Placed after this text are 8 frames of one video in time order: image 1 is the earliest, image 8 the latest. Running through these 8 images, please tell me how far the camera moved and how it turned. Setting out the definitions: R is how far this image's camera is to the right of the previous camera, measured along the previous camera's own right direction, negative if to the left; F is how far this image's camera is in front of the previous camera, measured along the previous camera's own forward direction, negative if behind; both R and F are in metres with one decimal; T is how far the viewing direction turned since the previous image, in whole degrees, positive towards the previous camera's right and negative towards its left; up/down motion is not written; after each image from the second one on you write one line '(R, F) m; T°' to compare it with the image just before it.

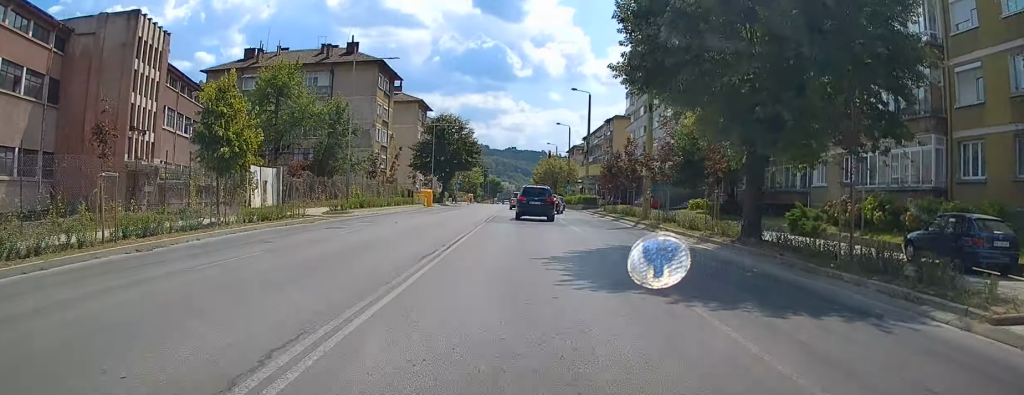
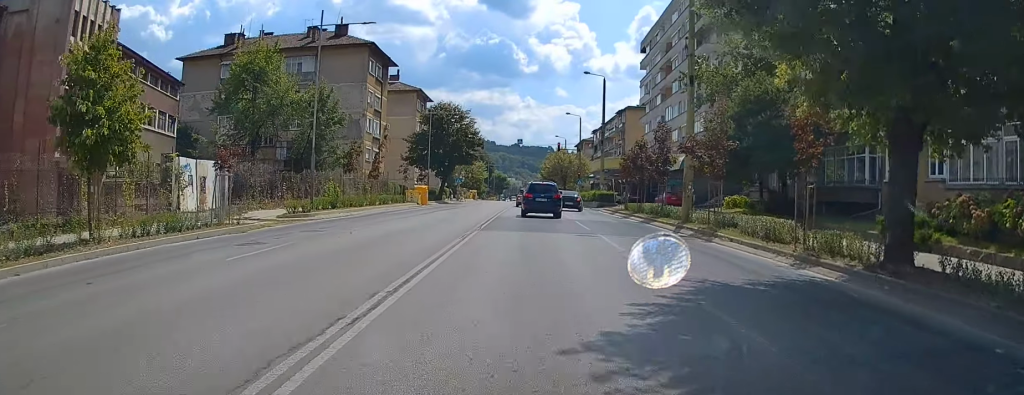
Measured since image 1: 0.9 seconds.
(-0.1, +8.6) m; -1°
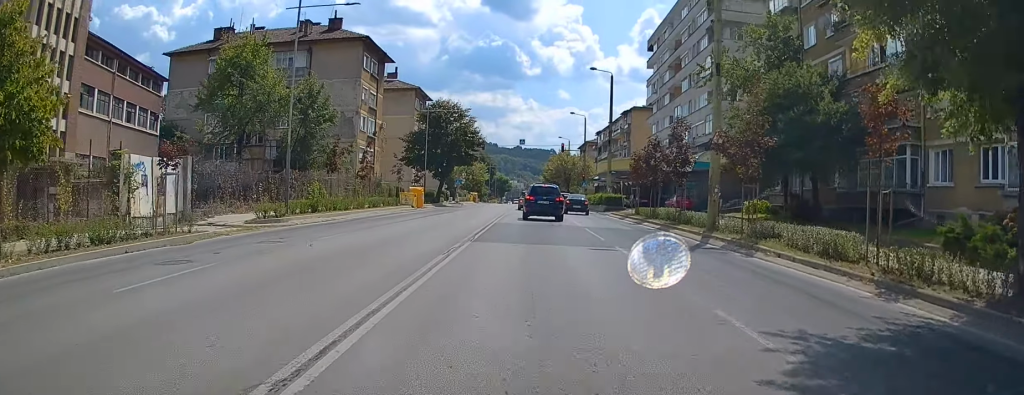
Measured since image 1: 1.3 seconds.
(0.0, +4.0) m; -1°
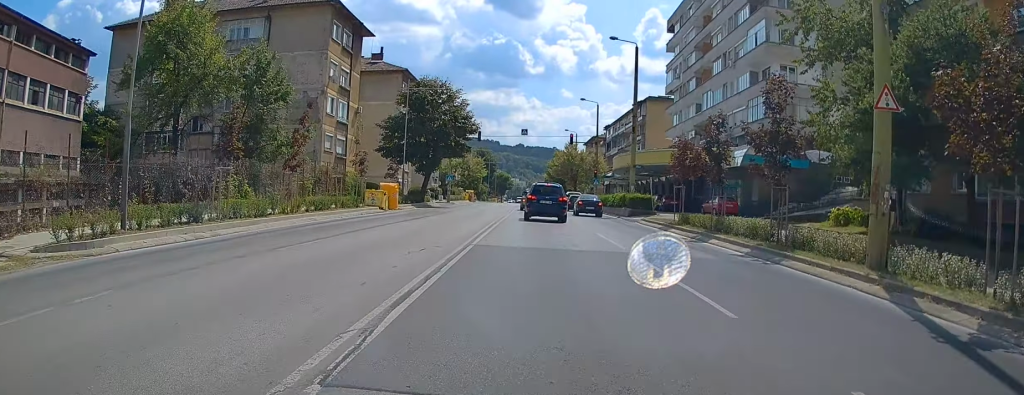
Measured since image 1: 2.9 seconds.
(-0.4, +13.5) m; -2°
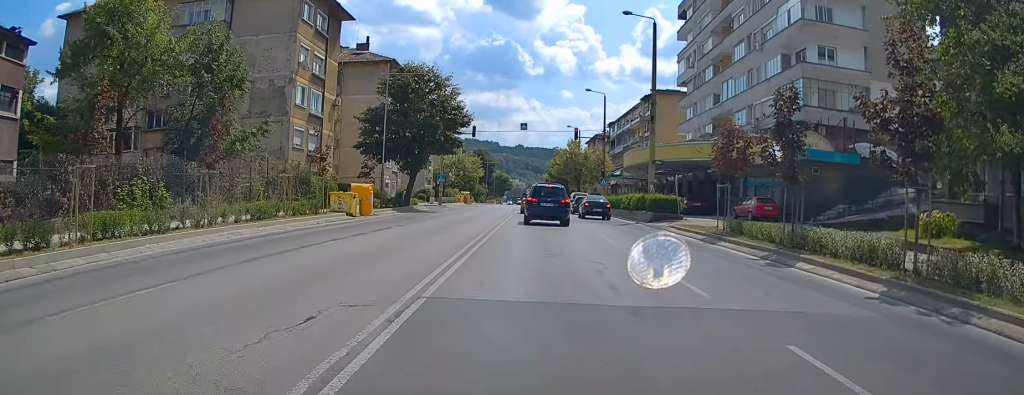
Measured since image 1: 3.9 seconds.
(+0.2, +8.1) m; +2°
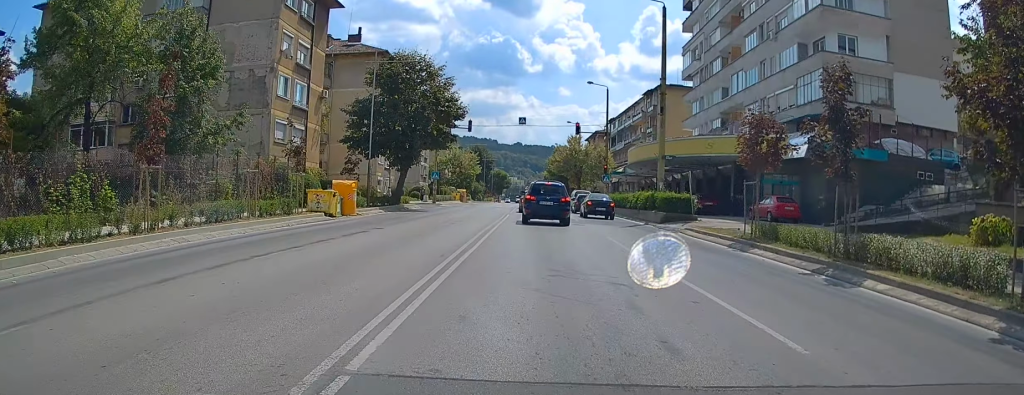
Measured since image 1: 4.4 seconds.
(0.0, +3.6) m; +1°
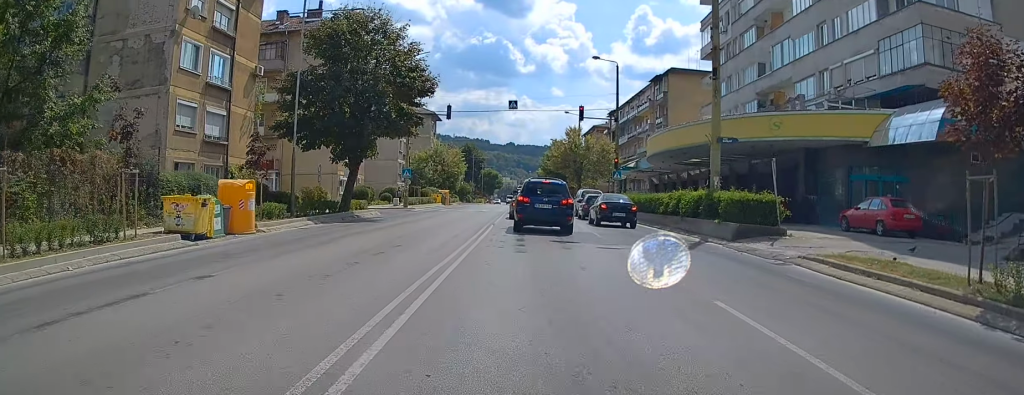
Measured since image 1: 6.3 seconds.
(+0.1, +12.8) m; -1°
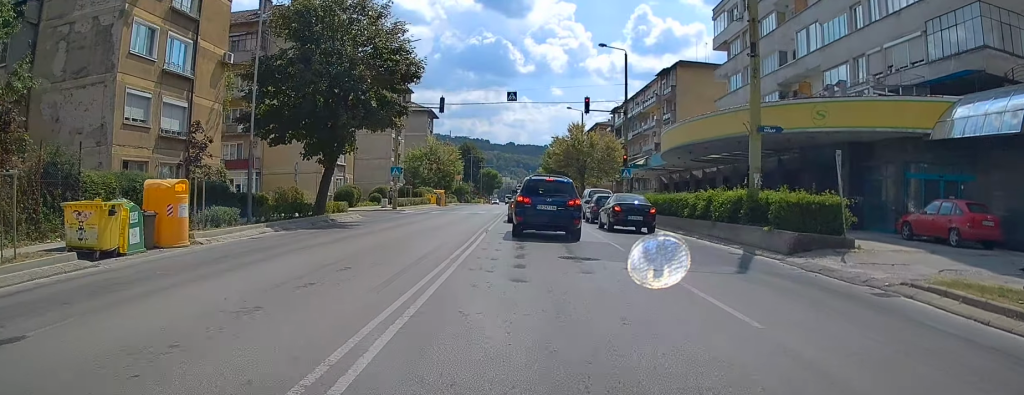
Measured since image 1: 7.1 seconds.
(-0.1, +4.8) m; -1°
